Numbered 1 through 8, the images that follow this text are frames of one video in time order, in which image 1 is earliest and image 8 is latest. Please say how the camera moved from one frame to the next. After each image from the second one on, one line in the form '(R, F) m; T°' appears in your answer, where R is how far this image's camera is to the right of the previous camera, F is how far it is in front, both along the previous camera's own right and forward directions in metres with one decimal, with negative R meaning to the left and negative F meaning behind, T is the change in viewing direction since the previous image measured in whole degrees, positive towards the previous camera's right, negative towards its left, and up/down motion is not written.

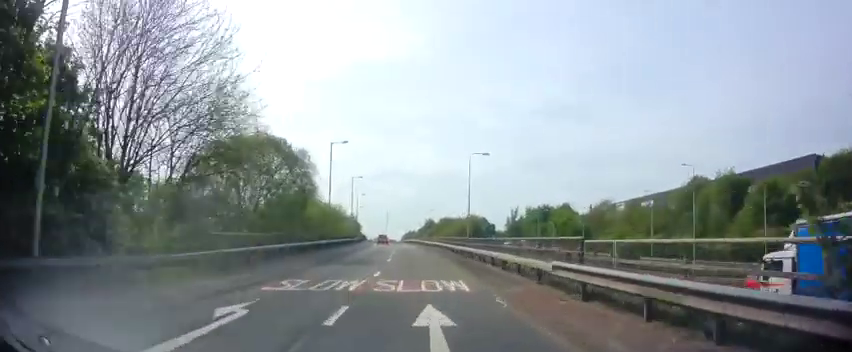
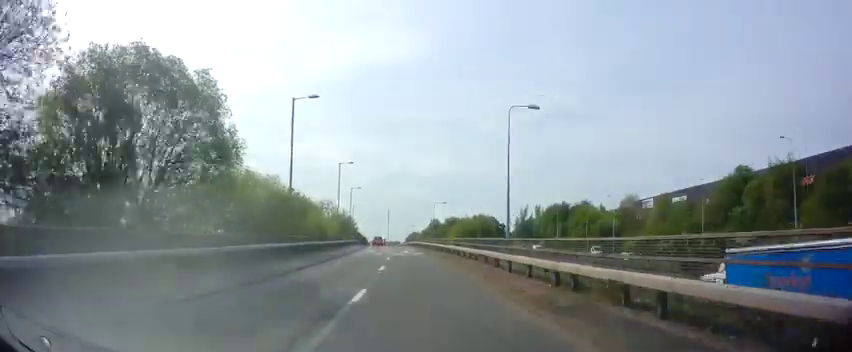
(-0.2, +15.3) m; -1°
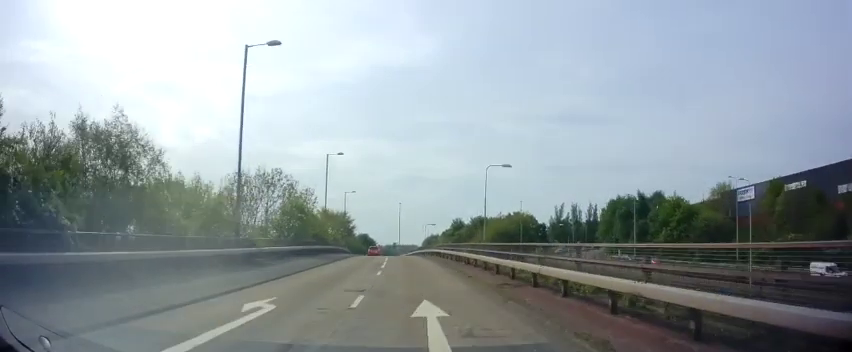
(0.0, +37.4) m; -1°
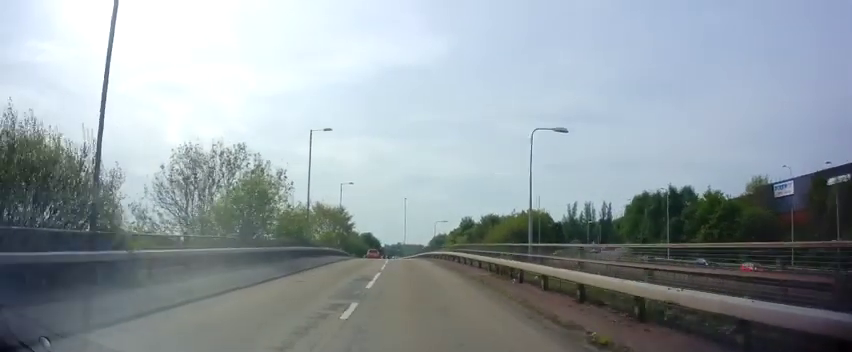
(-0.1, +10.6) m; -1°
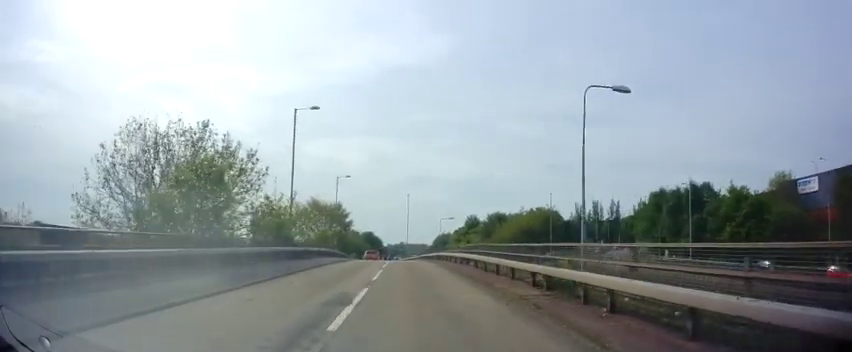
(0.0, +6.2) m; -1°
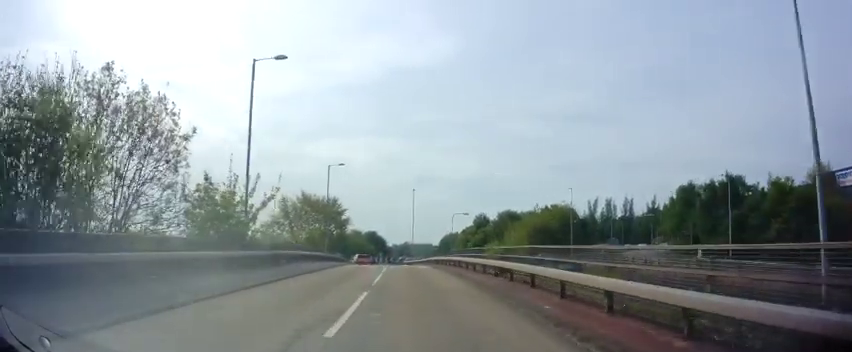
(-0.2, +9.4) m; -1°
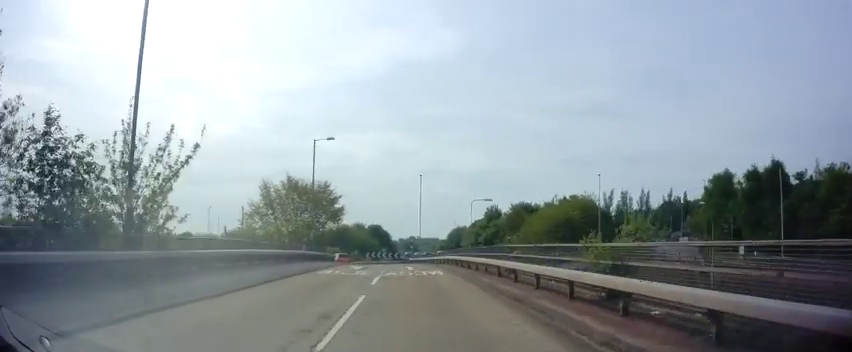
(-0.1, +10.2) m; 0°
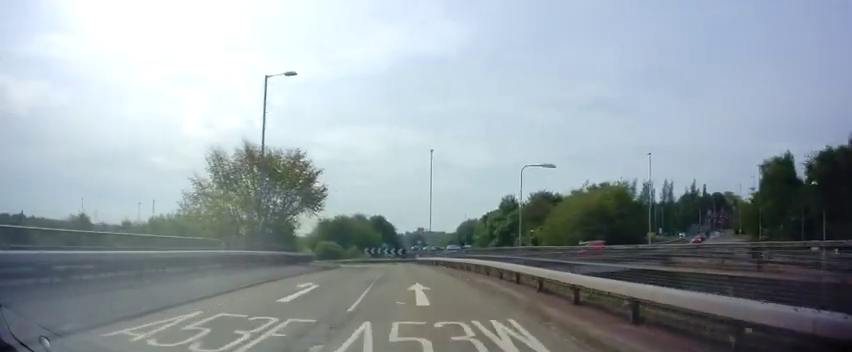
(0.0, +15.2) m; 0°
